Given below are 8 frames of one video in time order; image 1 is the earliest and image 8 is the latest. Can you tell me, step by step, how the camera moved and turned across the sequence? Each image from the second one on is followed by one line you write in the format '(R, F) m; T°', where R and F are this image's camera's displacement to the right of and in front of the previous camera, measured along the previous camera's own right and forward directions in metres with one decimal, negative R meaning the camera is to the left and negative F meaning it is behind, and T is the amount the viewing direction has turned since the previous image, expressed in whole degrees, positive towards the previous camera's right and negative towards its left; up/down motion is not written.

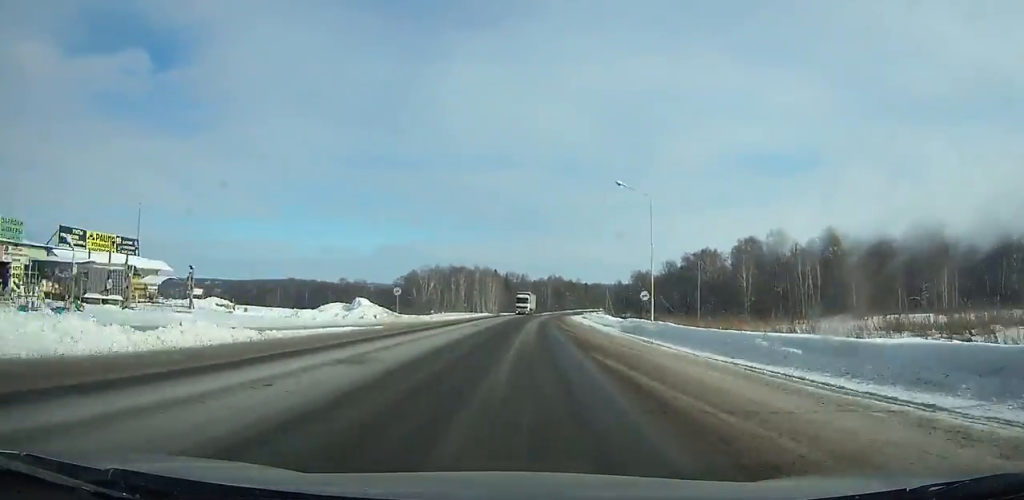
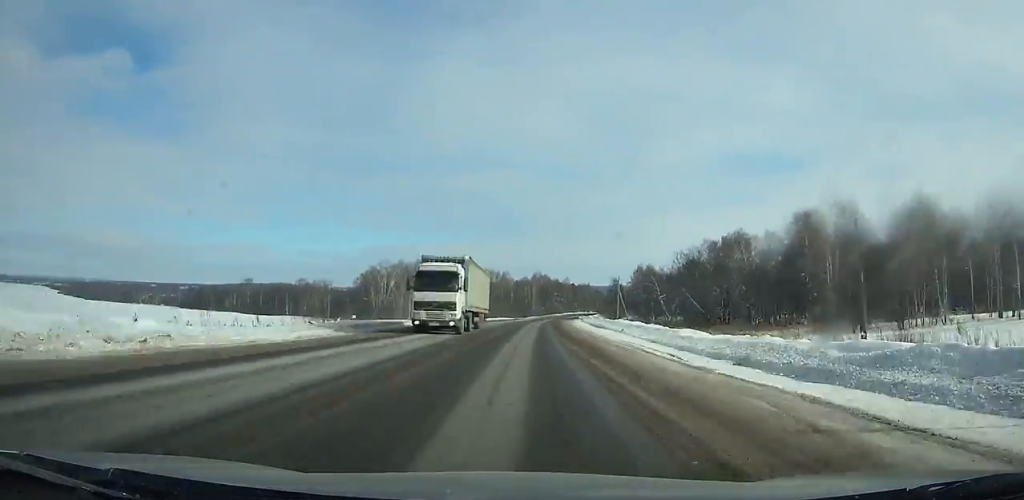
(+0.5, +41.2) m; +1°
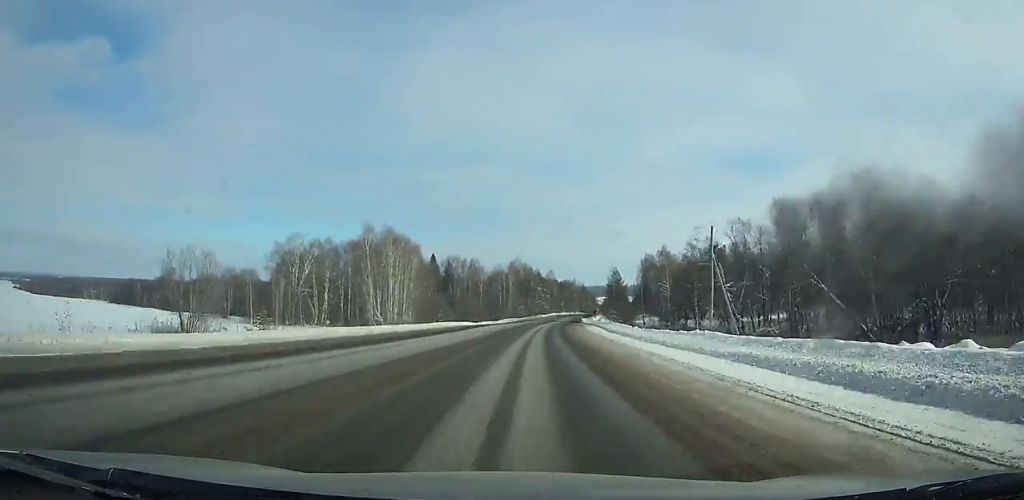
(+0.9, +56.2) m; +3°
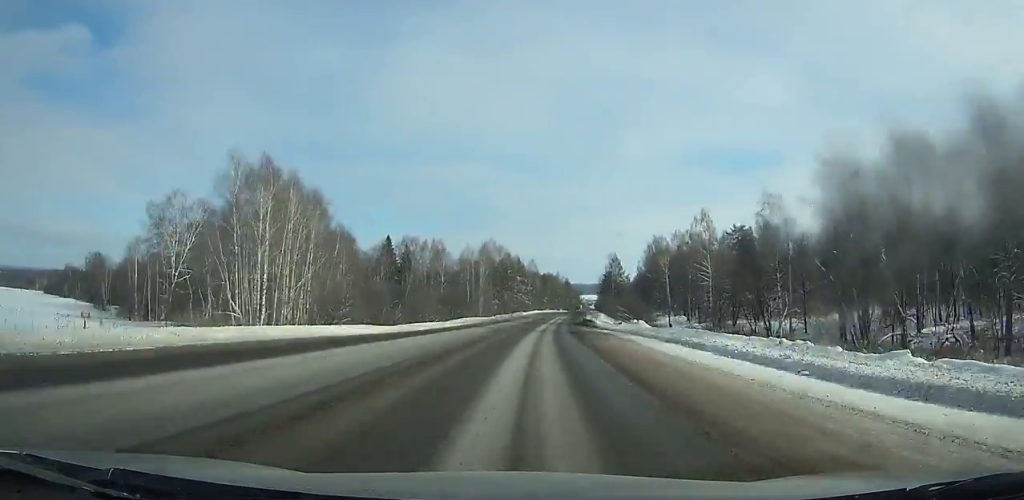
(0.0, +38.8) m; +5°
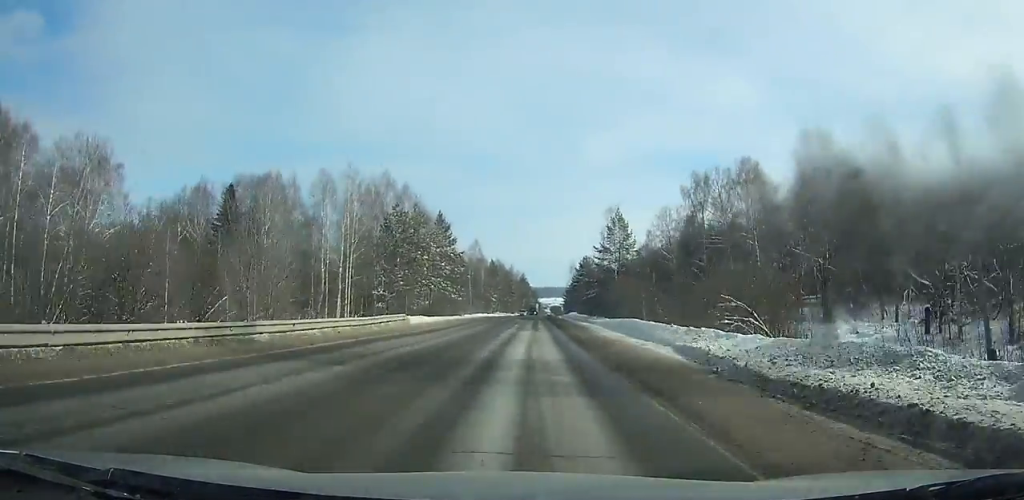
(+6.3, +65.6) m; +2°
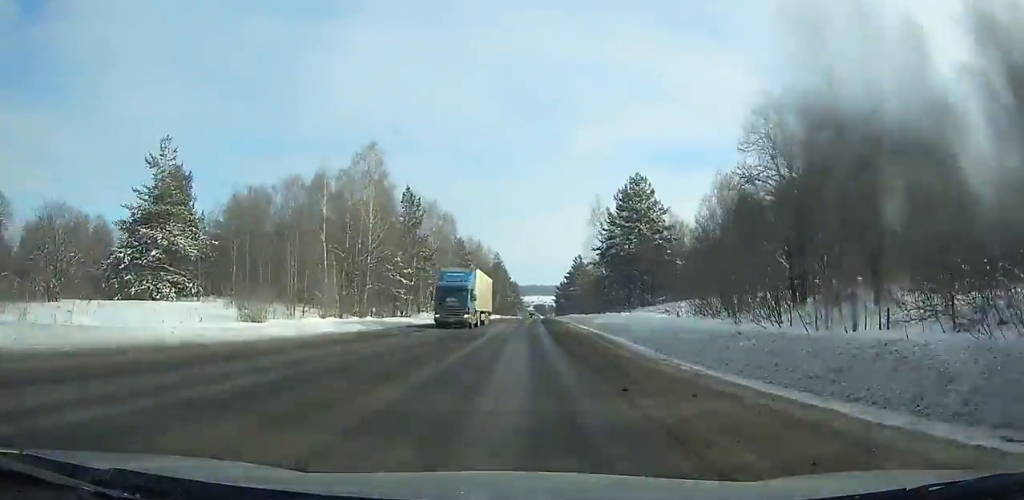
(-6.1, +108.2) m; -2°
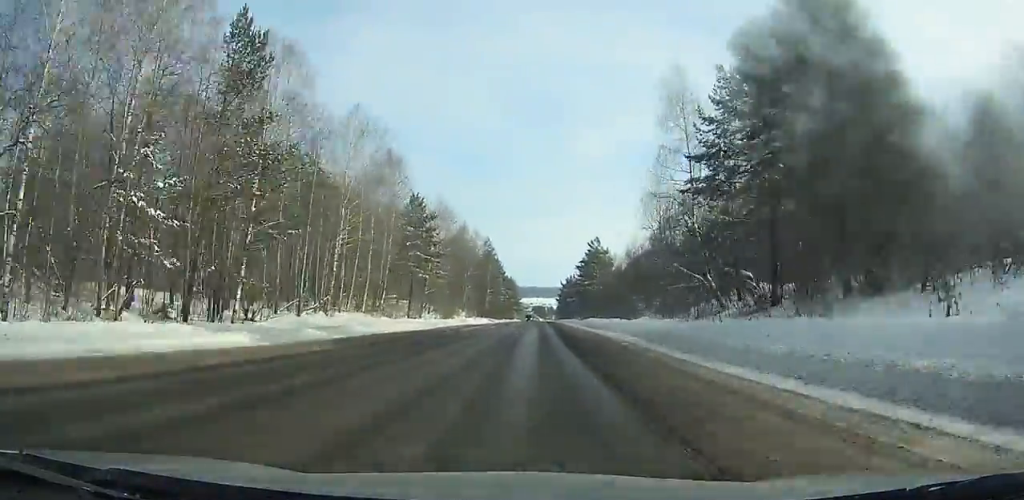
(+1.5, +51.6) m; +3°
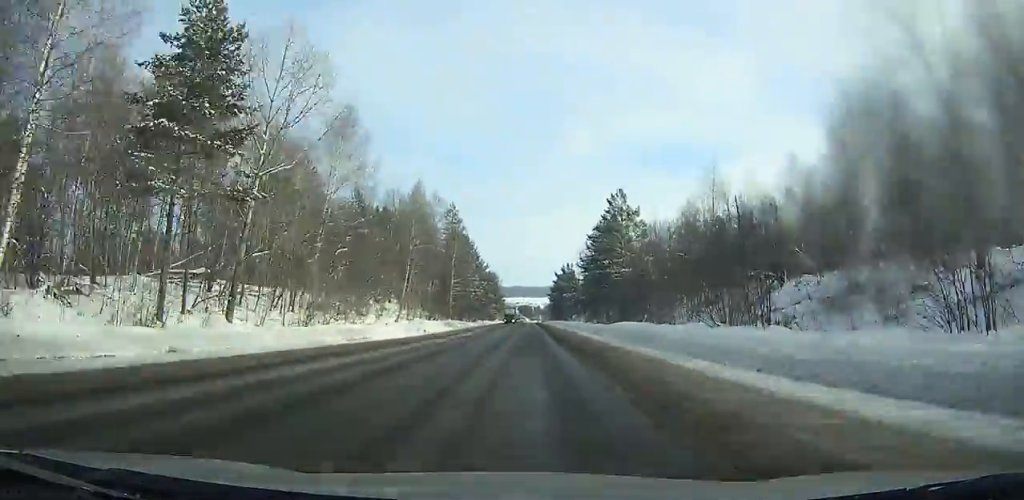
(+1.1, +52.2) m; +1°
